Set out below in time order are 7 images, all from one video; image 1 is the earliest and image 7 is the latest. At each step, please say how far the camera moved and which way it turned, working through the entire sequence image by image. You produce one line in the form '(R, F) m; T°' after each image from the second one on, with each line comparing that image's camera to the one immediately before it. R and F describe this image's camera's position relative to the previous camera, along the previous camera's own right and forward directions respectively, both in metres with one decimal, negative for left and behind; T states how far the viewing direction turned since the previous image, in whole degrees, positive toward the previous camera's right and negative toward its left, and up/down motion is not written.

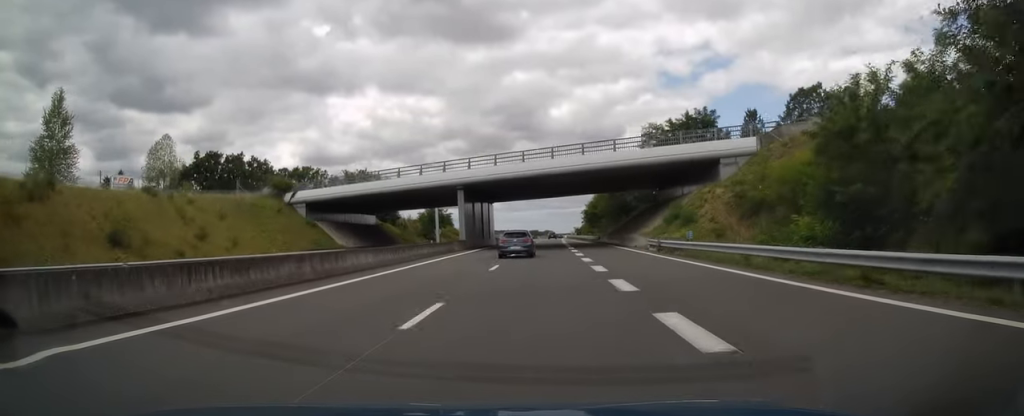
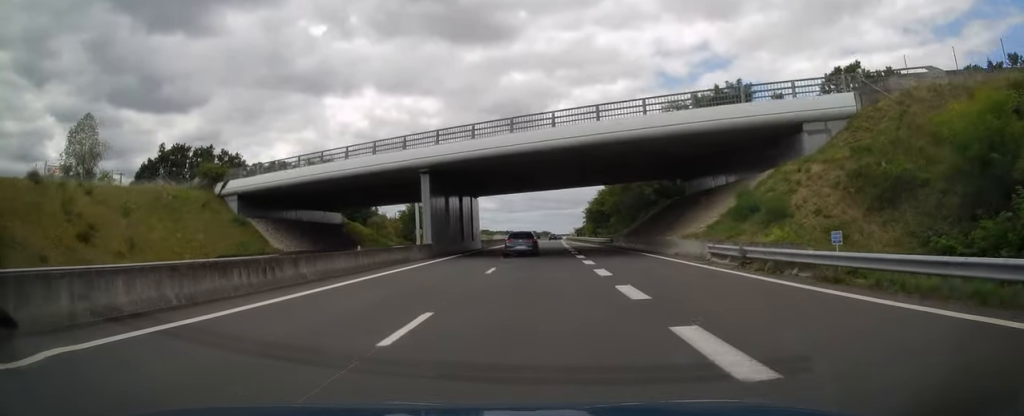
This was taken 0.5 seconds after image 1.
(+0.1, +14.1) m; 0°
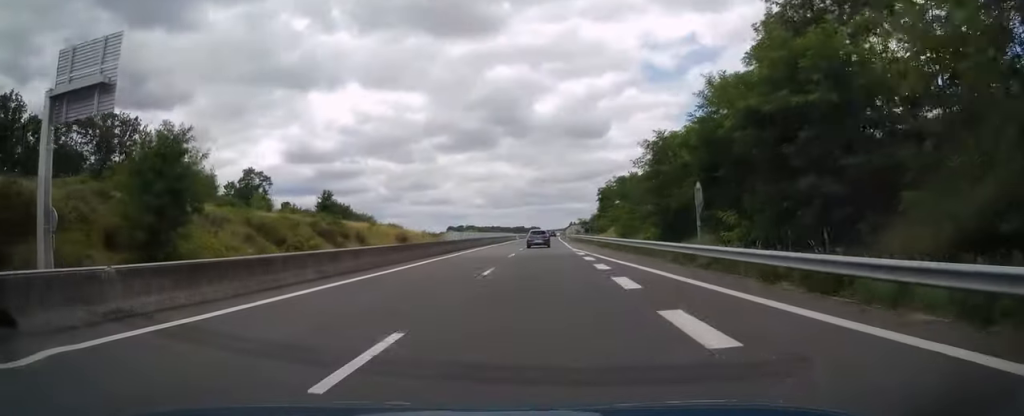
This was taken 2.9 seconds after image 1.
(+0.2, +69.6) m; +1°
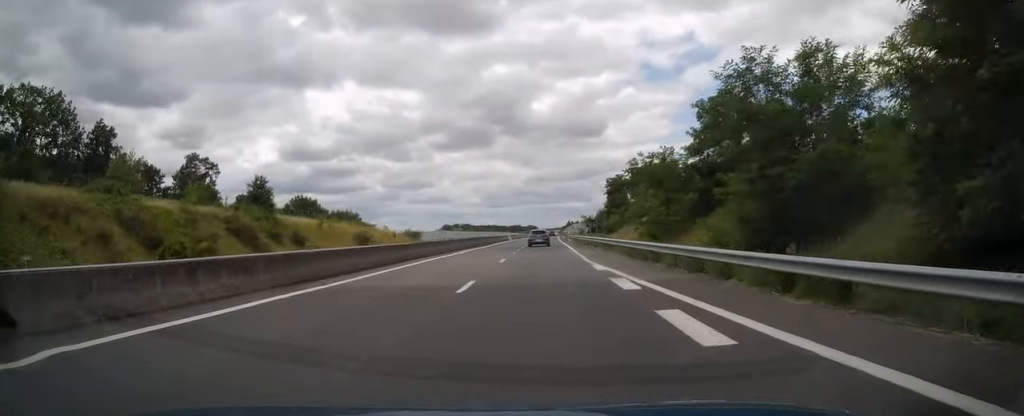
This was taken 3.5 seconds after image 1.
(+0.2, +19.1) m; +1°
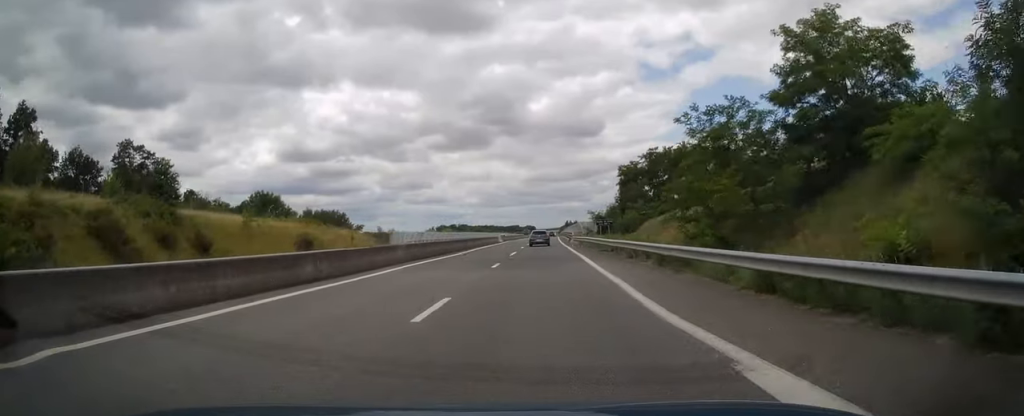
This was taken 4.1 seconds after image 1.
(0.0, +17.1) m; 0°
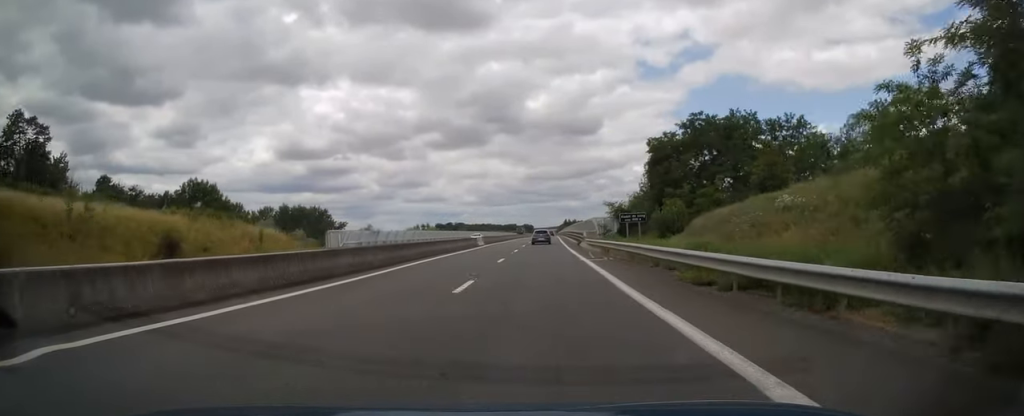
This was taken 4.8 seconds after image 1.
(0.0, +21.5) m; 0°
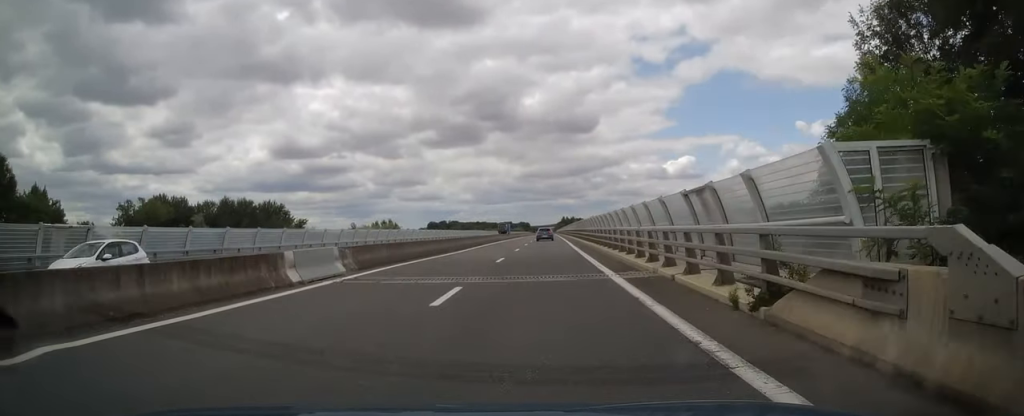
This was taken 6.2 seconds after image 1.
(0.0, +41.8) m; +1°
